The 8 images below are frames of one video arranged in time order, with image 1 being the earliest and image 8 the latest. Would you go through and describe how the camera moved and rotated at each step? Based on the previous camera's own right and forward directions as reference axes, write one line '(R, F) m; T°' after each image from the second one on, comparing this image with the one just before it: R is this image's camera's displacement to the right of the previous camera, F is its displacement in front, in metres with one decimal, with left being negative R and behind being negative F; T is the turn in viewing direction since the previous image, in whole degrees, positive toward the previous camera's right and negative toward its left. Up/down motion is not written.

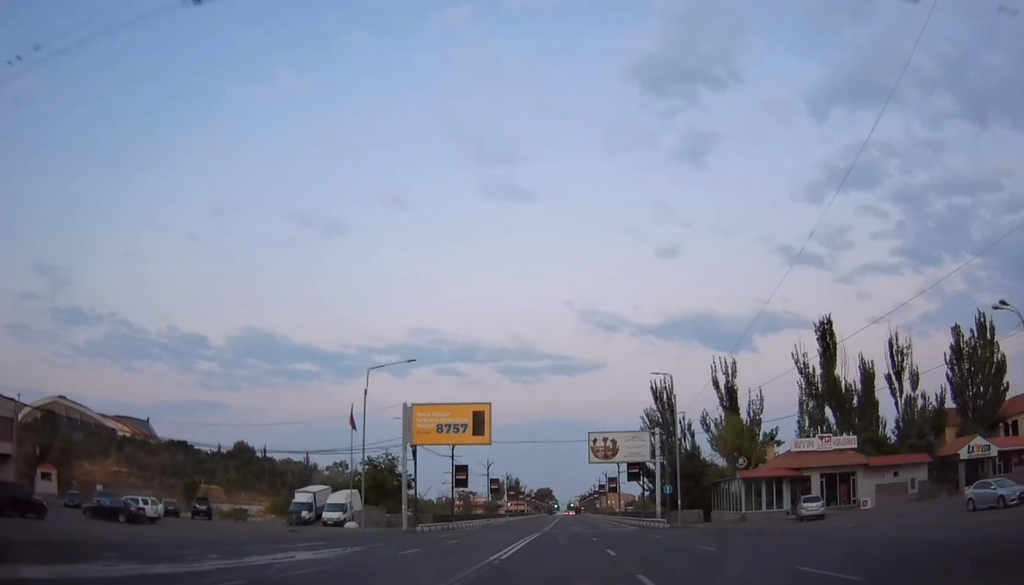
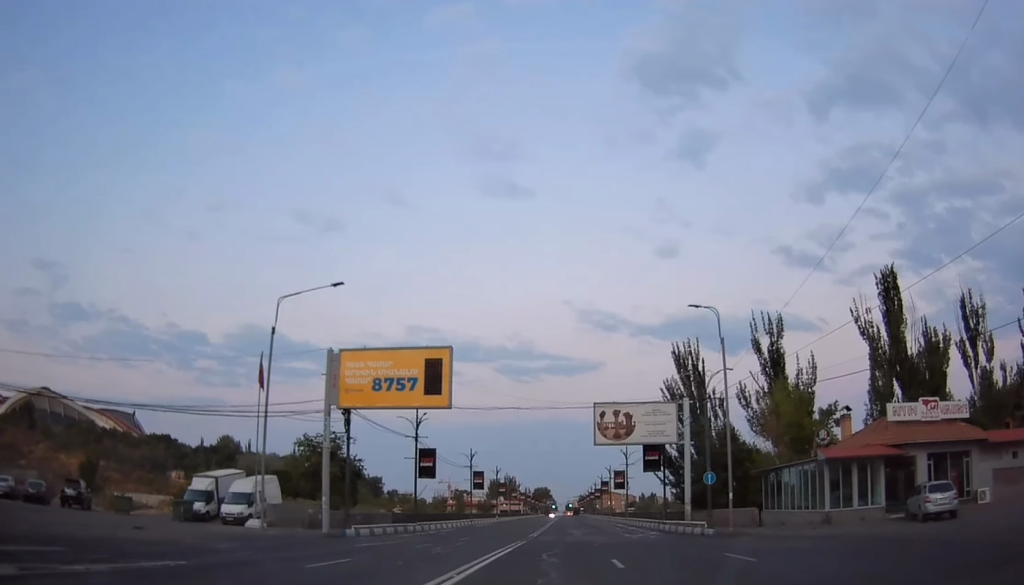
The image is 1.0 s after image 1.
(-0.5, +17.5) m; 0°
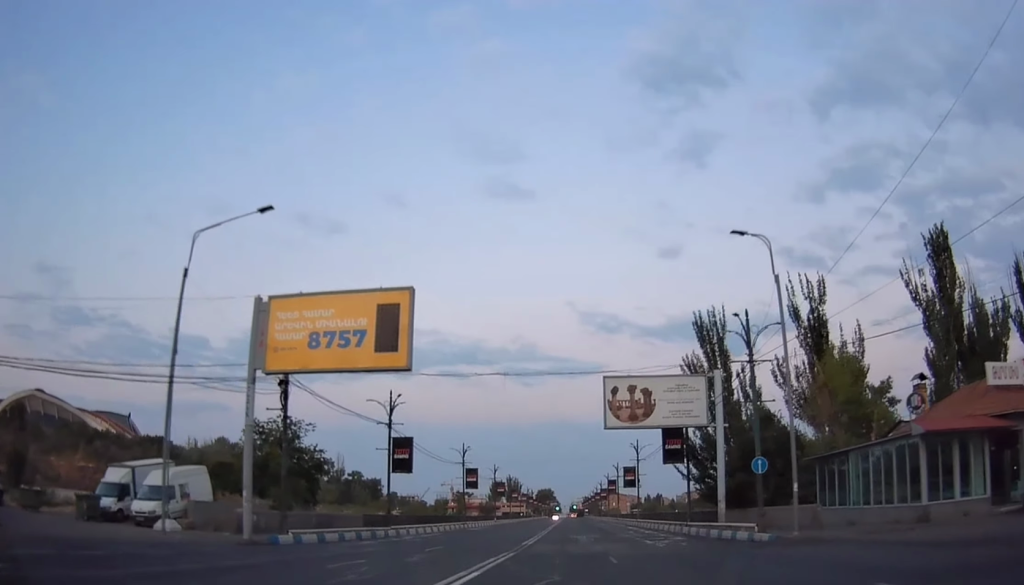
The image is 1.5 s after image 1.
(+0.4, +10.0) m; +1°
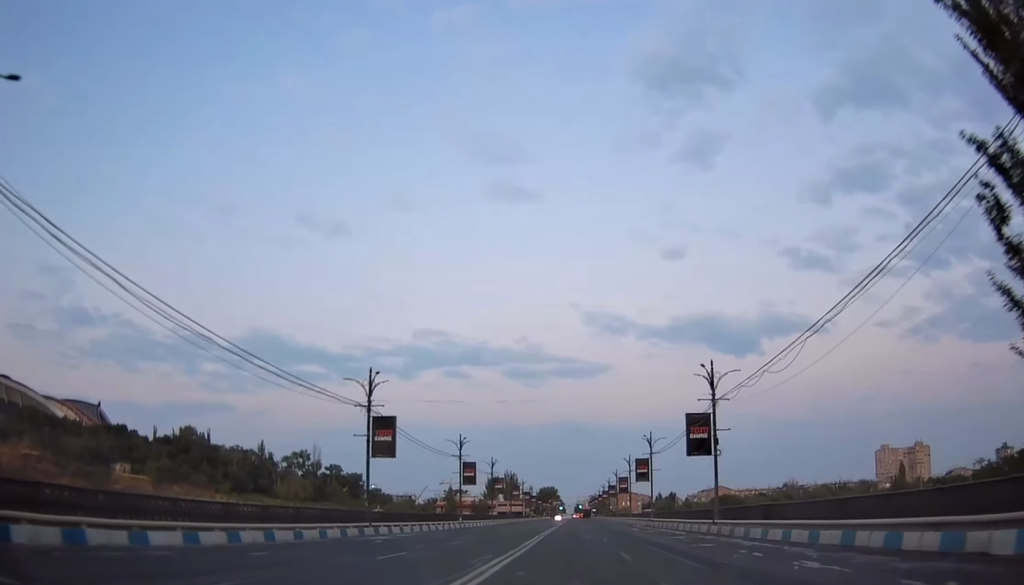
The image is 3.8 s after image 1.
(-1.2, +41.5) m; -2°
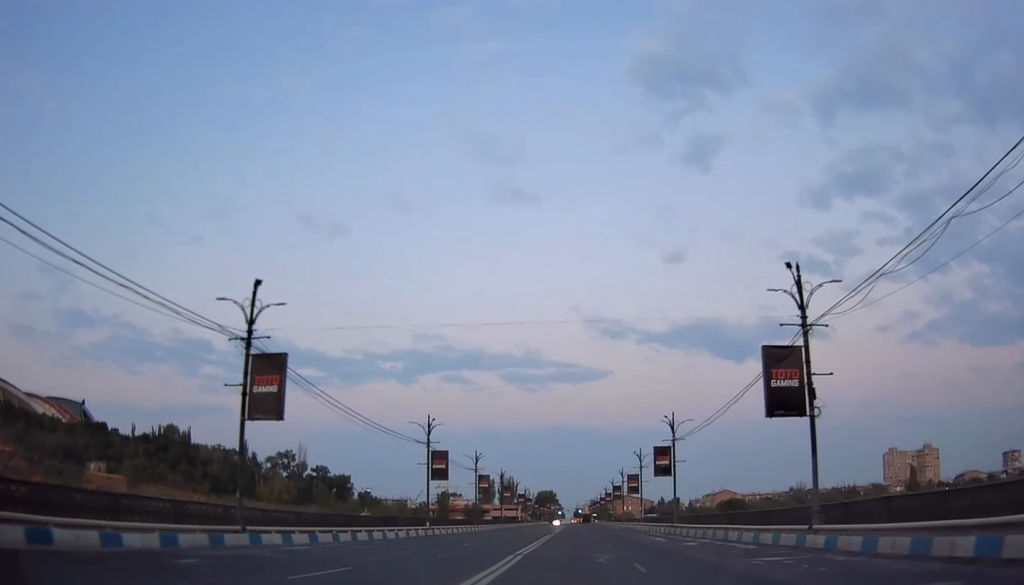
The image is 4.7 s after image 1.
(+0.2, +16.4) m; 0°
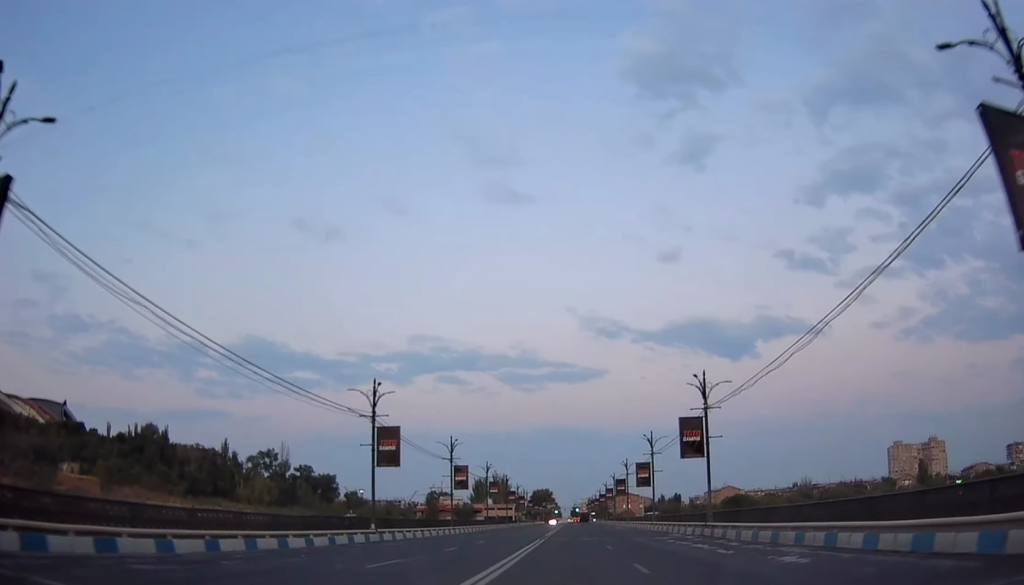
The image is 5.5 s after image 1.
(-0.1, +15.3) m; +1°
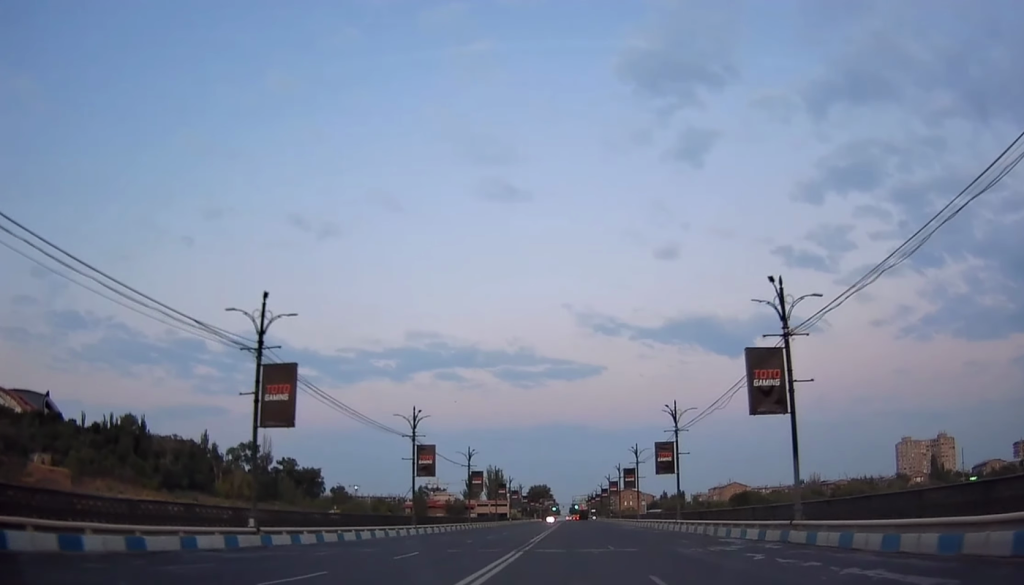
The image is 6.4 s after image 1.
(+0.3, +16.6) m; +2°
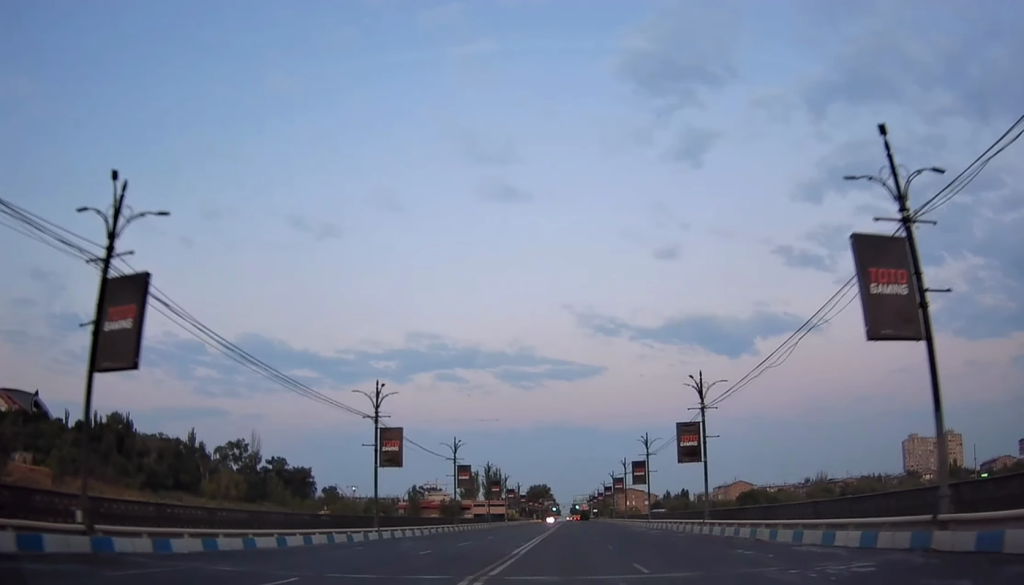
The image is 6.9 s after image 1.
(+0.1, +10.6) m; 0°
